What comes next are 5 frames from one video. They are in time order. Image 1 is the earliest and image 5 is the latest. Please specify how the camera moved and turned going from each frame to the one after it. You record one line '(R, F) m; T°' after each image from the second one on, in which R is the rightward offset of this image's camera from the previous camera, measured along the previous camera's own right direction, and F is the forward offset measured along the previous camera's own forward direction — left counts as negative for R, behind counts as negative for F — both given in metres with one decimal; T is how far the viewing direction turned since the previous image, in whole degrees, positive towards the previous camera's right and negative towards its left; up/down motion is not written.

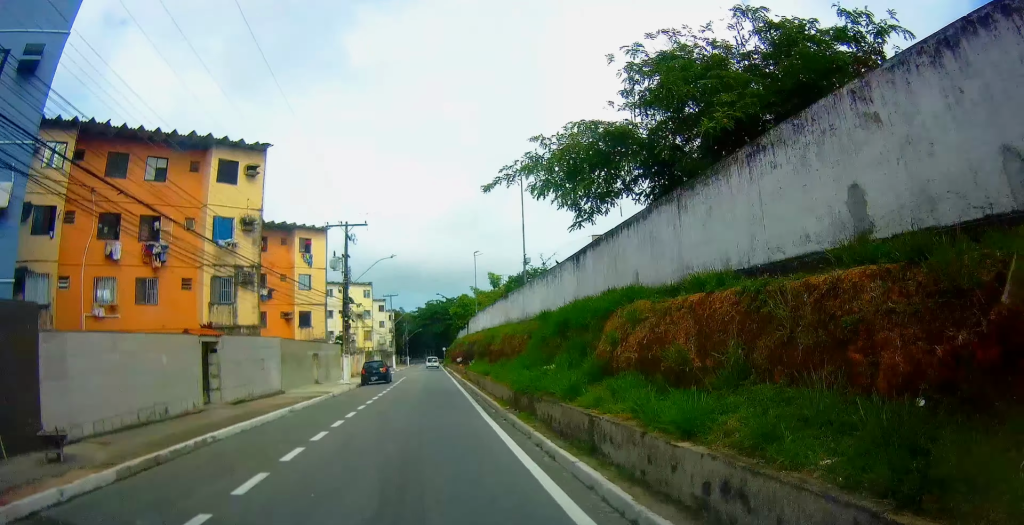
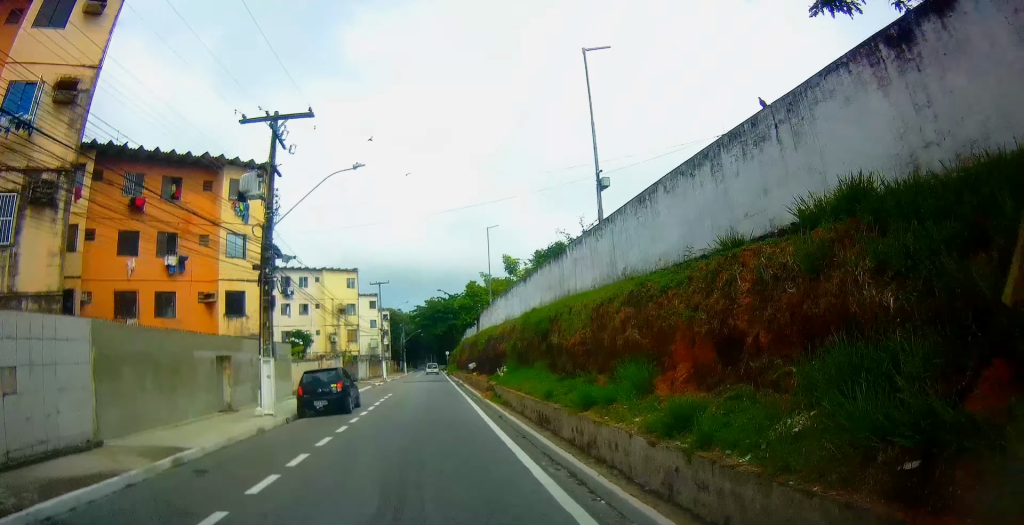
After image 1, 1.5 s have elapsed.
(+0.6, +15.7) m; +3°
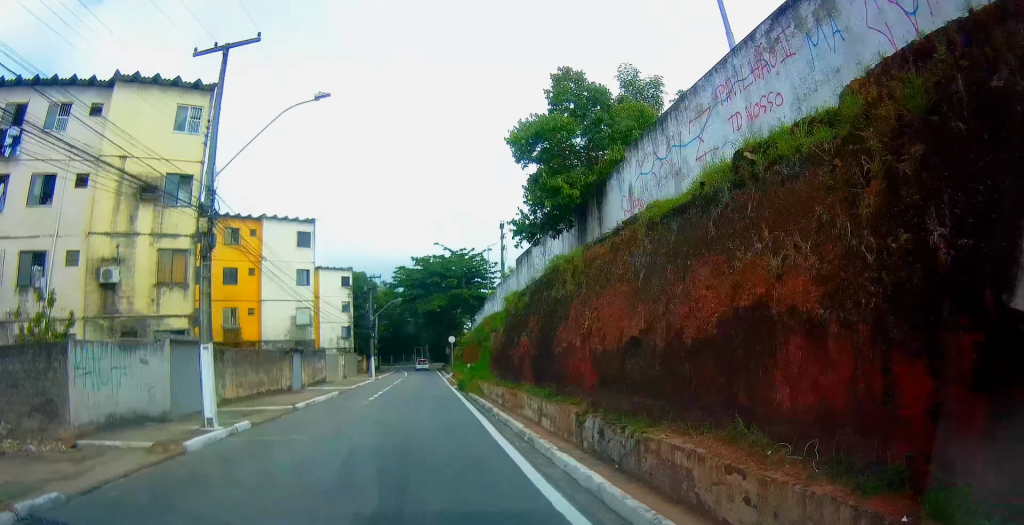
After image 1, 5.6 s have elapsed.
(+0.5, +43.9) m; 0°
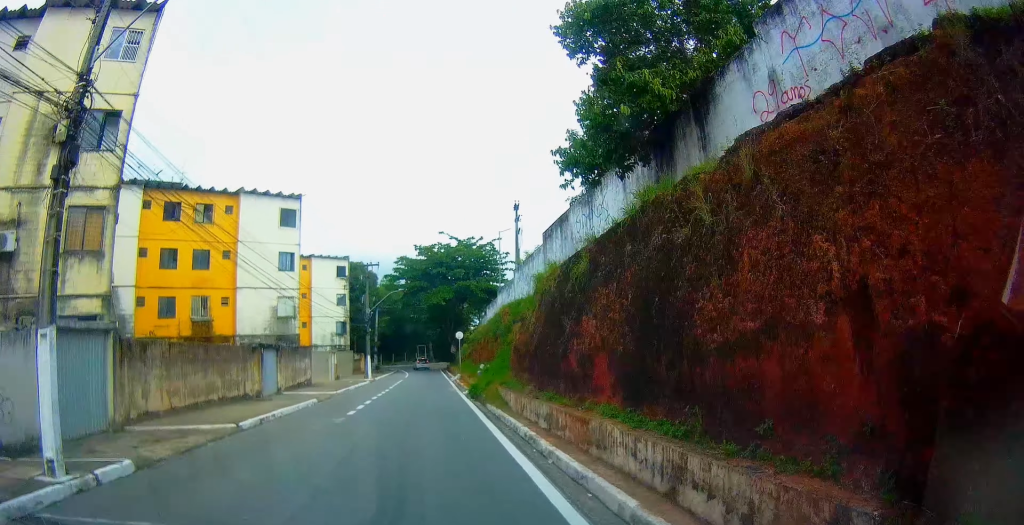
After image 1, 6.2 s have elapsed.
(0.0, +6.3) m; 0°
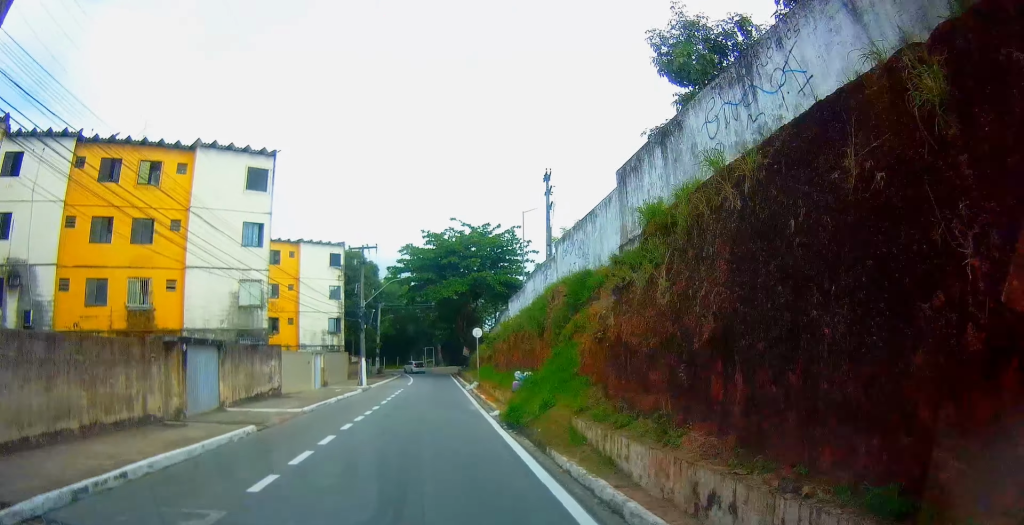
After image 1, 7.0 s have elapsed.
(+0.3, +8.9) m; 0°
